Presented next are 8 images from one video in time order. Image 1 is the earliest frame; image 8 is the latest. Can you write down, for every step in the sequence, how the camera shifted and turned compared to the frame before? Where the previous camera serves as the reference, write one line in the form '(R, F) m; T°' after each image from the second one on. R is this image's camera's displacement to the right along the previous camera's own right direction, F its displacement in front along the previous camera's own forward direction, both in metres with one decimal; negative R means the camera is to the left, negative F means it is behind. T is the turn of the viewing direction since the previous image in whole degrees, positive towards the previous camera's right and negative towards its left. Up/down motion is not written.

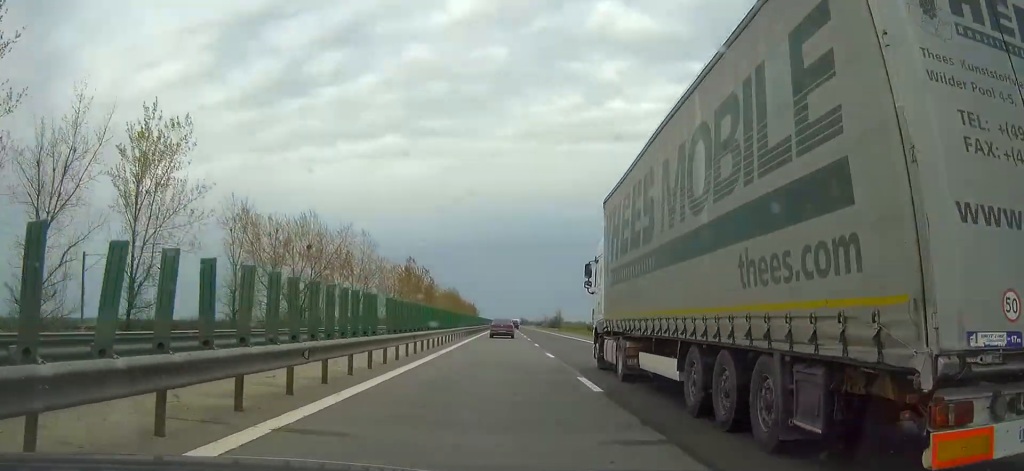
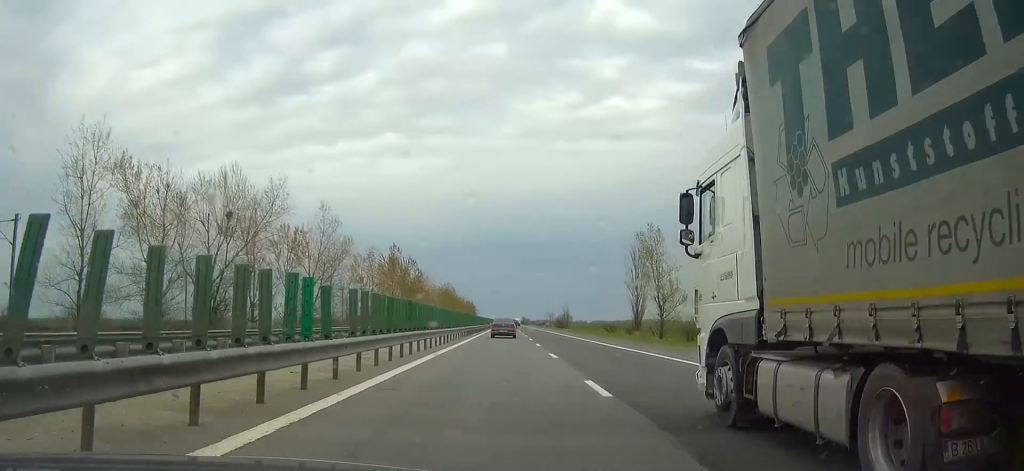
(0.0, +25.5) m; 0°
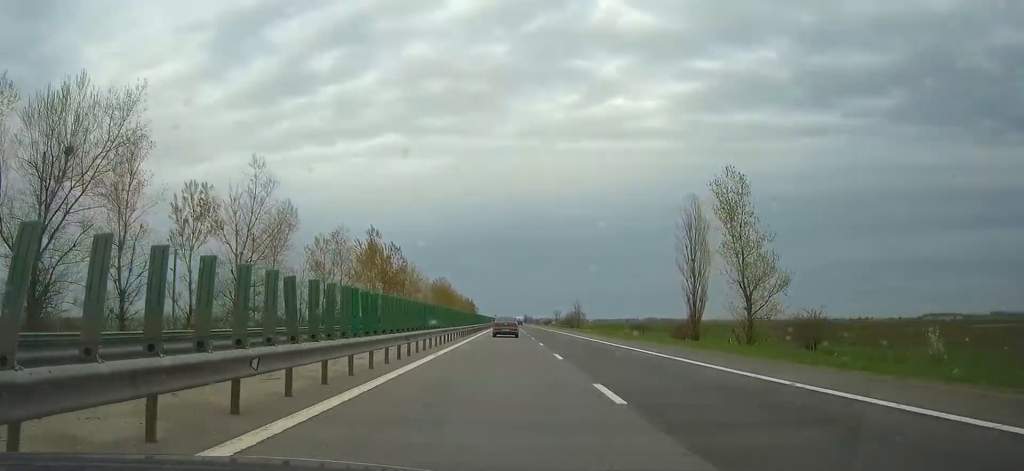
(+0.1, +25.2) m; 0°
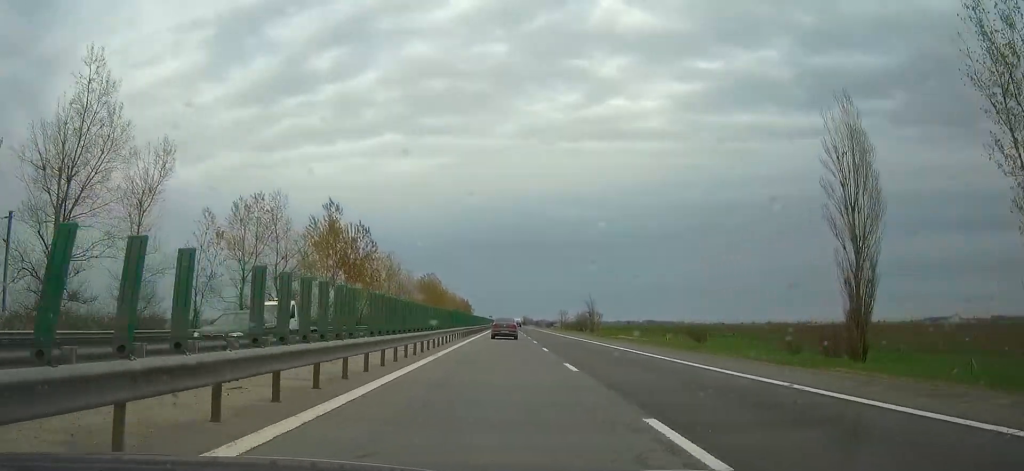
(0.0, +28.4) m; 0°
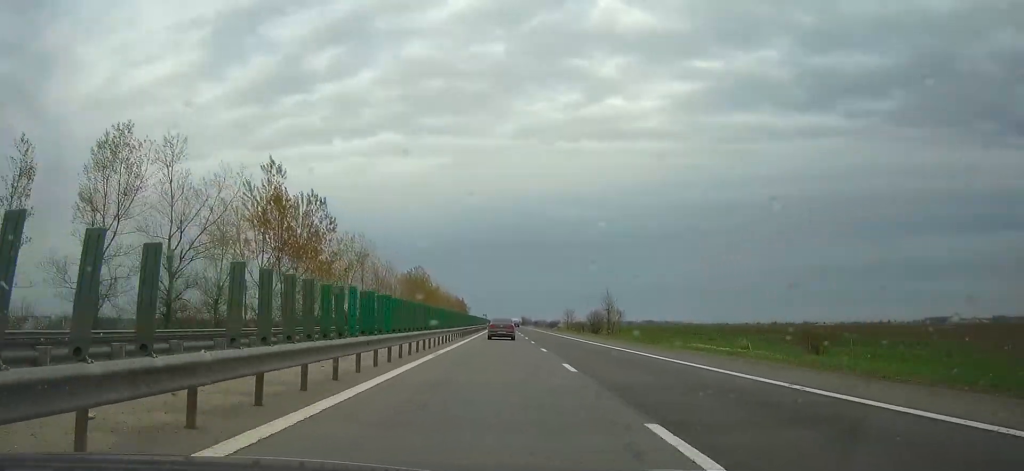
(0.0, +23.9) m; 0°
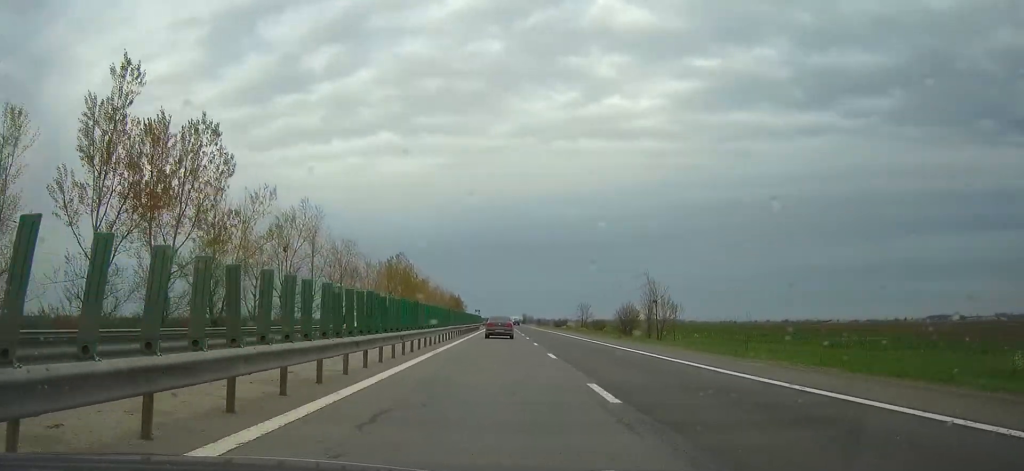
(-0.1, +28.7) m; 0°
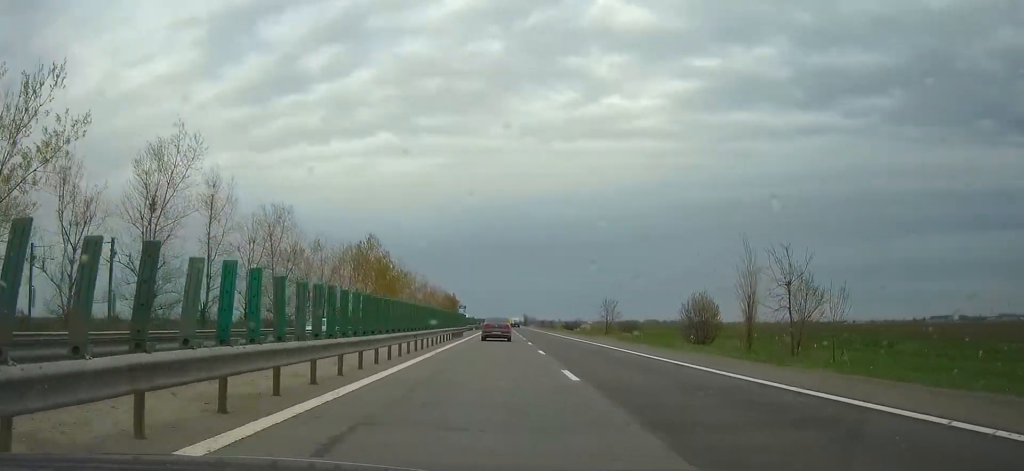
(0.0, +26.7) m; 0°
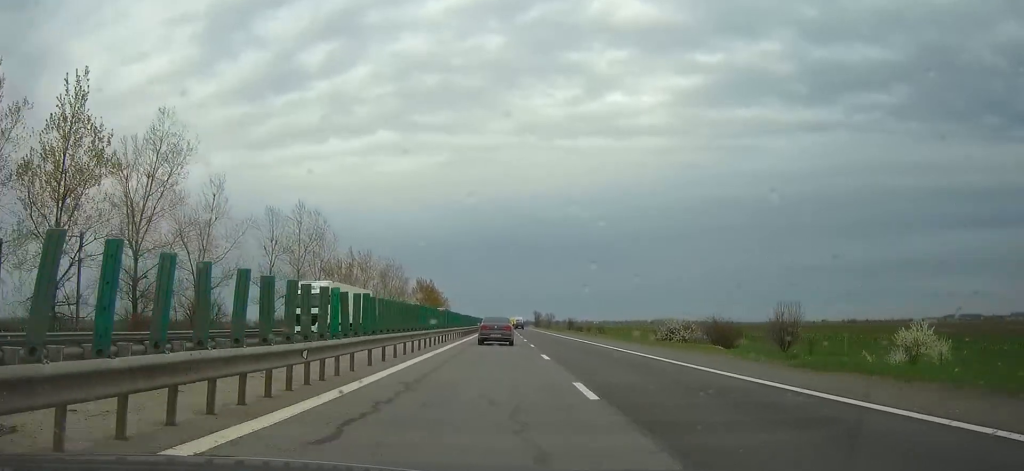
(-0.1, +85.3) m; 0°
